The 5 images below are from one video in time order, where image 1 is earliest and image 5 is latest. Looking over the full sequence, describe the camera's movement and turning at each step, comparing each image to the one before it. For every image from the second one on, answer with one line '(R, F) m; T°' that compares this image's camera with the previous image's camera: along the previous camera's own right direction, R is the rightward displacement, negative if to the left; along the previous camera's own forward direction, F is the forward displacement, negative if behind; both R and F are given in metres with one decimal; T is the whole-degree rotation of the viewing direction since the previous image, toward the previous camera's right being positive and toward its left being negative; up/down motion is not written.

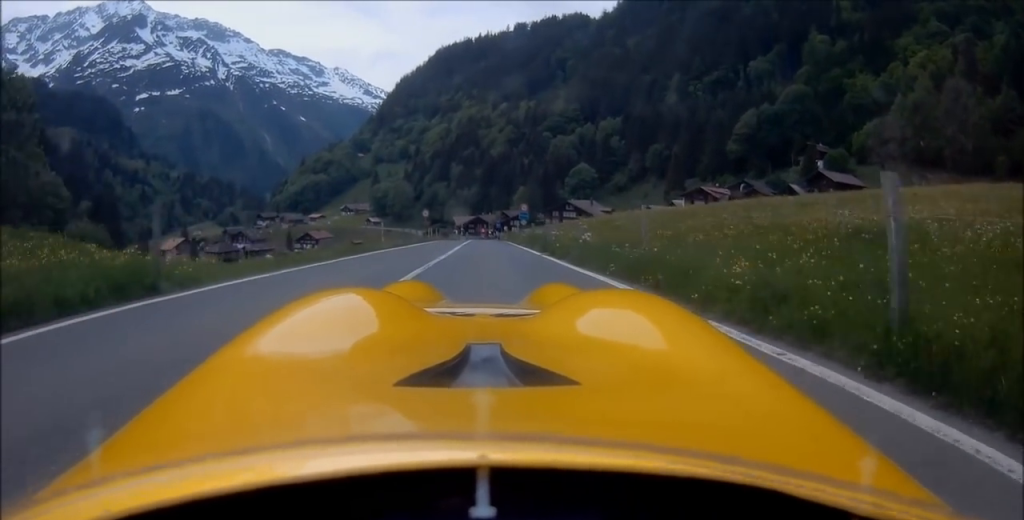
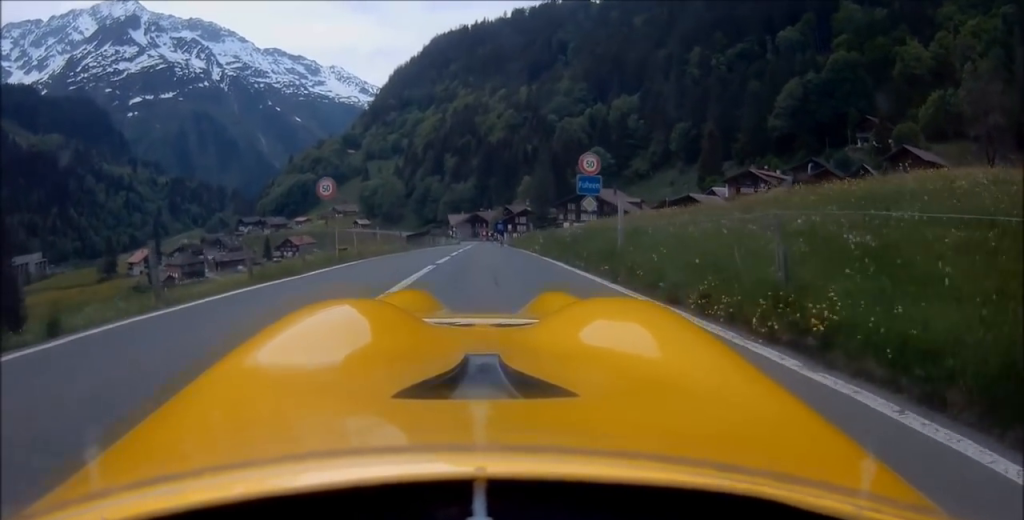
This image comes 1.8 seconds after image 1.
(+0.5, +29.5) m; +1°
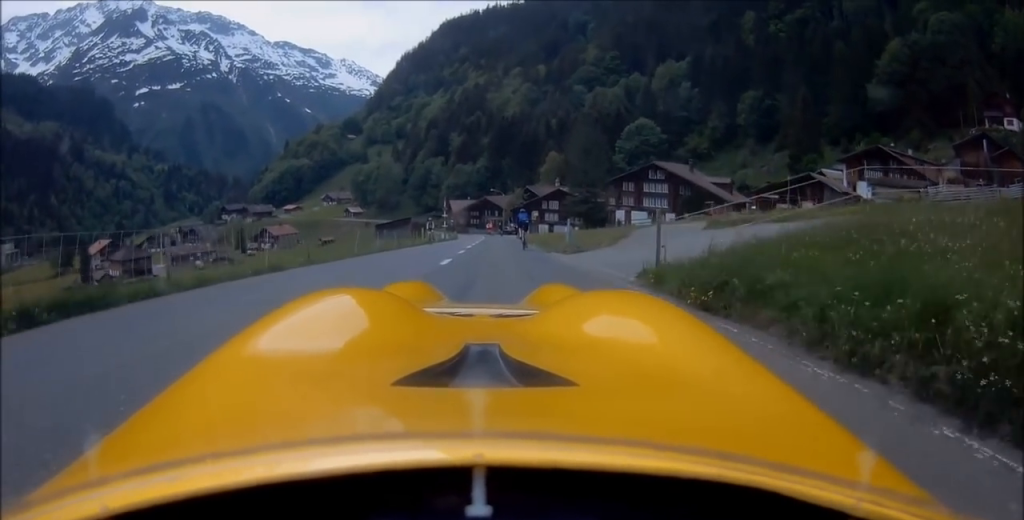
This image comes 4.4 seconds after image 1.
(-0.4, +41.9) m; -2°
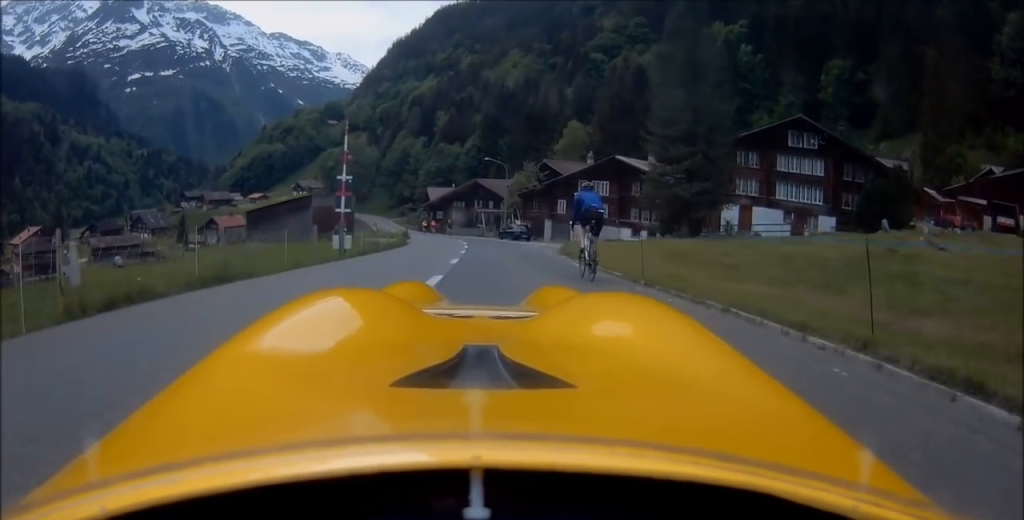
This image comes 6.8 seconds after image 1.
(-0.2, +41.1) m; -1°
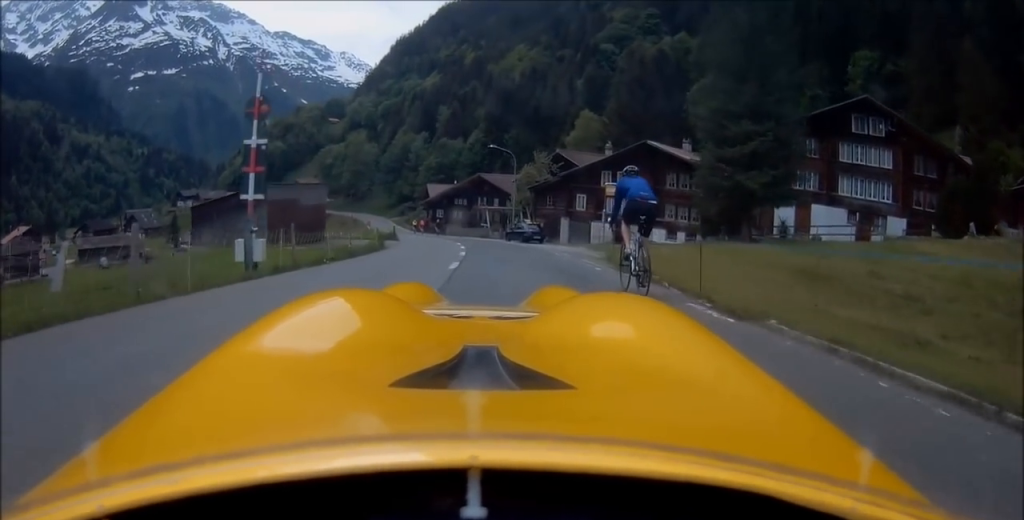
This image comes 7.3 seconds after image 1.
(-0.2, +8.2) m; -1°
